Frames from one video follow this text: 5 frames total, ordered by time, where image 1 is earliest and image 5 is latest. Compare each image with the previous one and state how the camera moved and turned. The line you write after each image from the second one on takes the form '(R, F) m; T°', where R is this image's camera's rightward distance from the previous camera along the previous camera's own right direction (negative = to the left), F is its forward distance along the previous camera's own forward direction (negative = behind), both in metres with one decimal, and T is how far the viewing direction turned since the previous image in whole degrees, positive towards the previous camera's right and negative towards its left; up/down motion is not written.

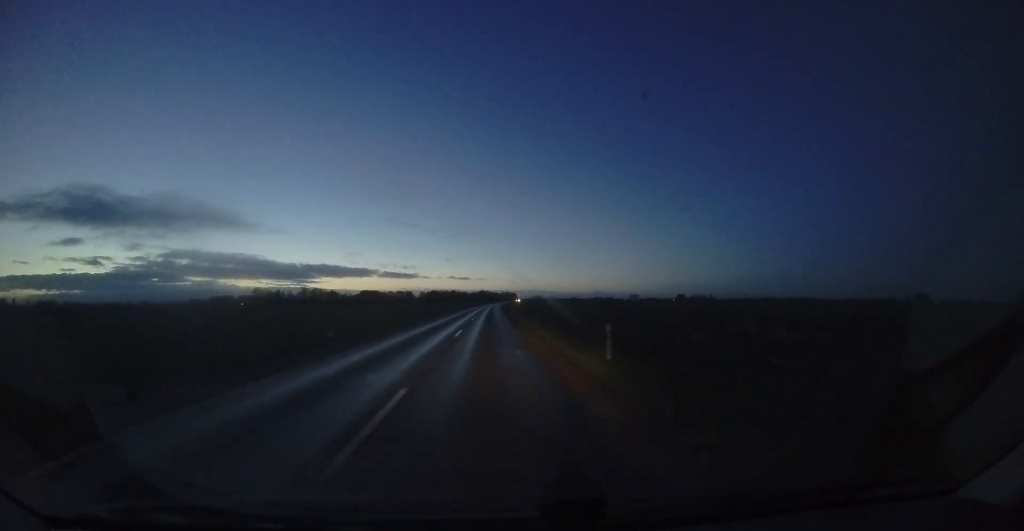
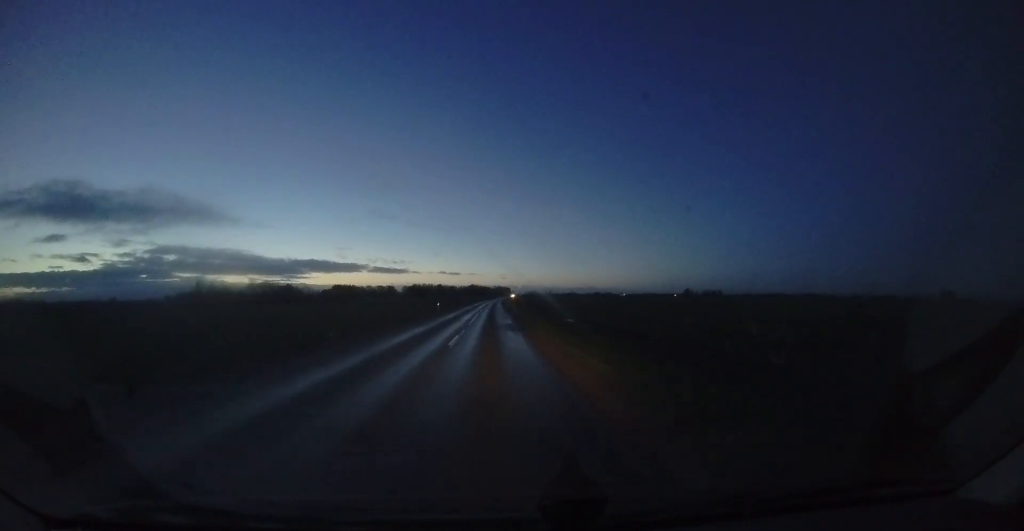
(-0.2, +75.6) m; +1°
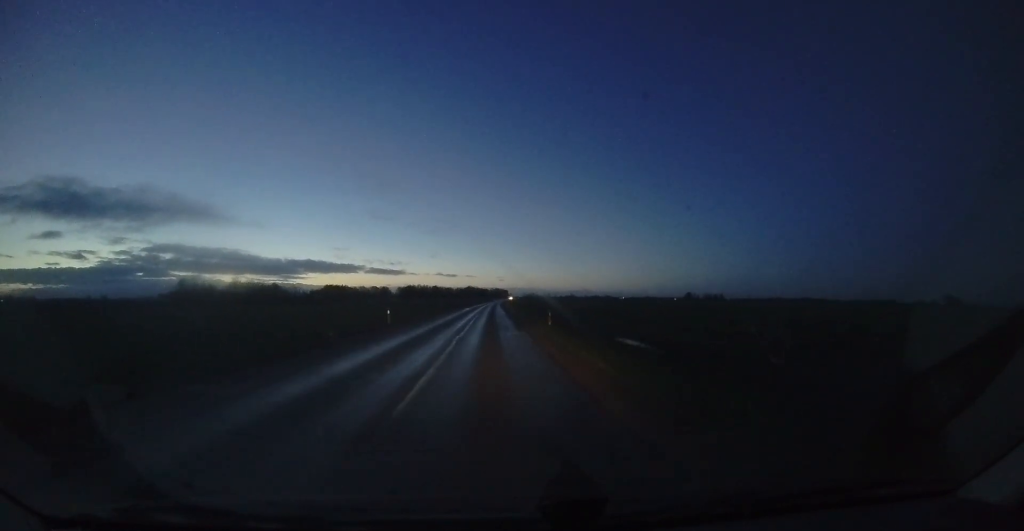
(+0.3, +18.5) m; +1°
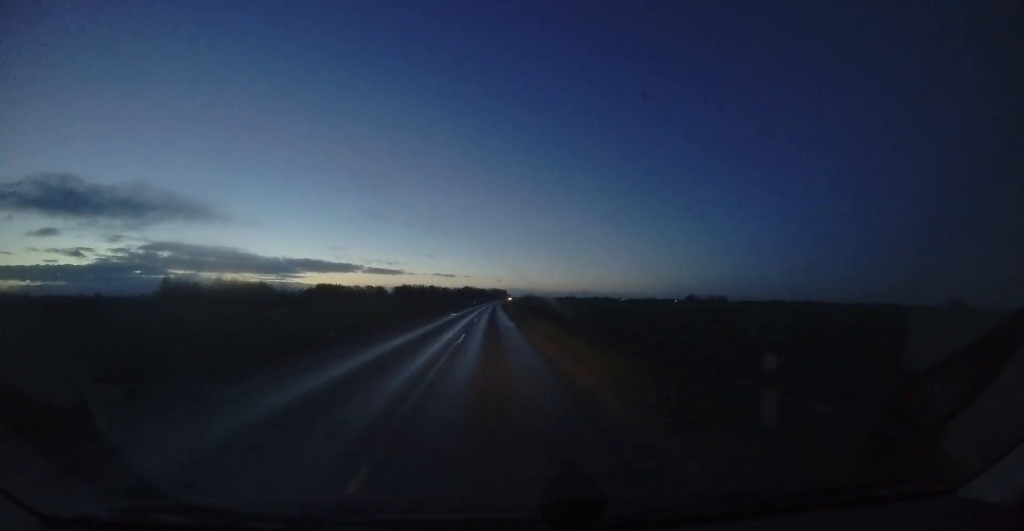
(-0.1, +16.8) m; 0°
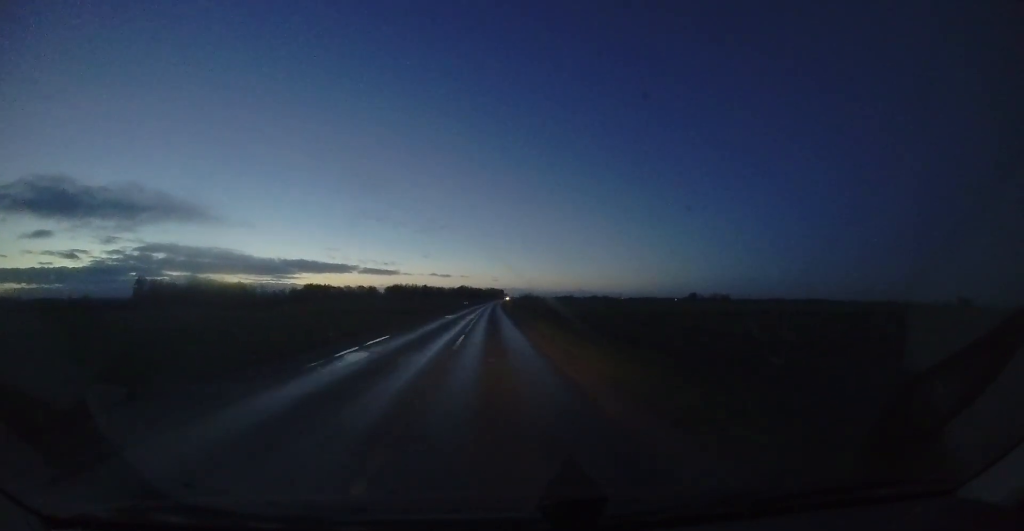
(+0.1, +24.3) m; 0°
